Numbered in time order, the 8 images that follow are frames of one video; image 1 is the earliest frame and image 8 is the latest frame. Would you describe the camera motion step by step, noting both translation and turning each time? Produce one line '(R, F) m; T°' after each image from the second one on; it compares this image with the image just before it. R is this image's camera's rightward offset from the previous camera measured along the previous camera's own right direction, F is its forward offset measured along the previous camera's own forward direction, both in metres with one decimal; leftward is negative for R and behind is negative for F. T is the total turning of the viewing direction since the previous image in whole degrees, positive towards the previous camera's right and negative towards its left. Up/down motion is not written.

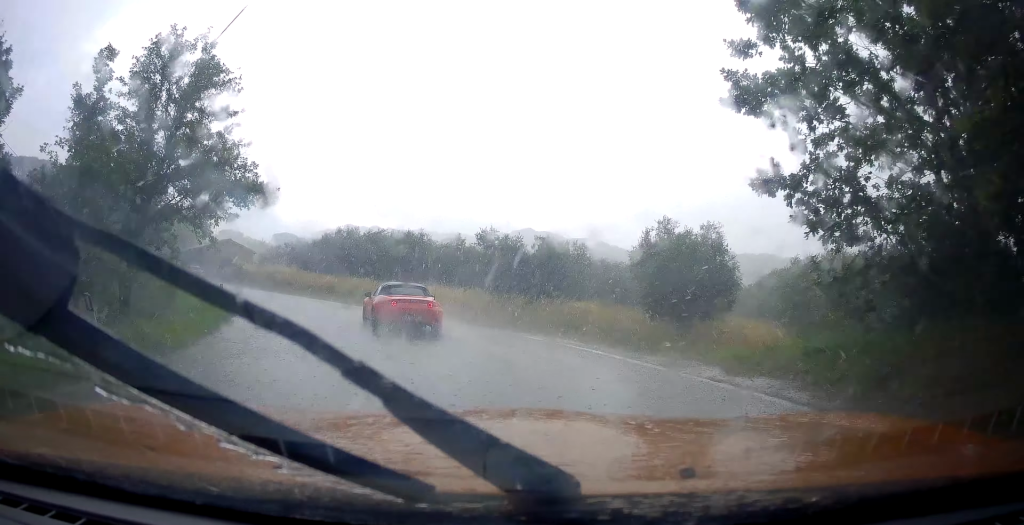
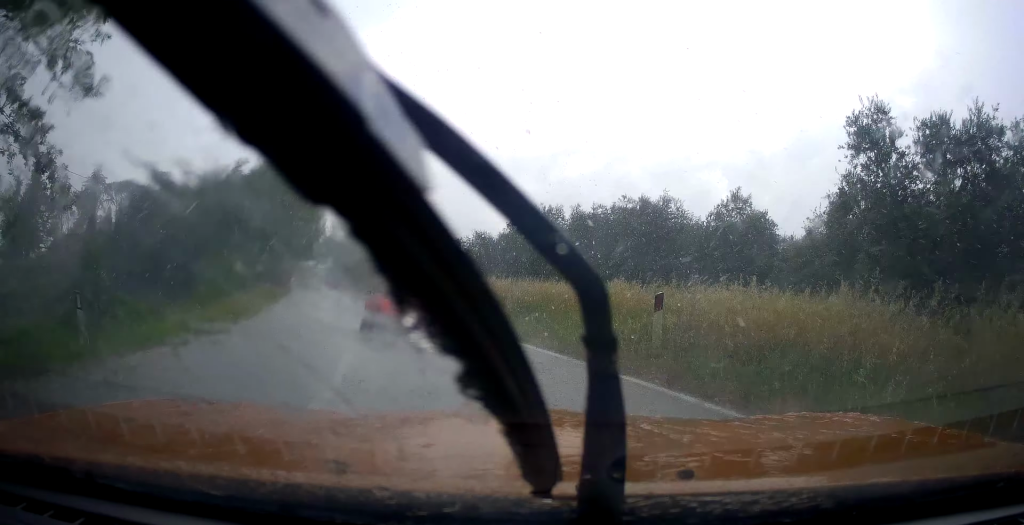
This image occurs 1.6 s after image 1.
(-3.4, +16.8) m; -23°
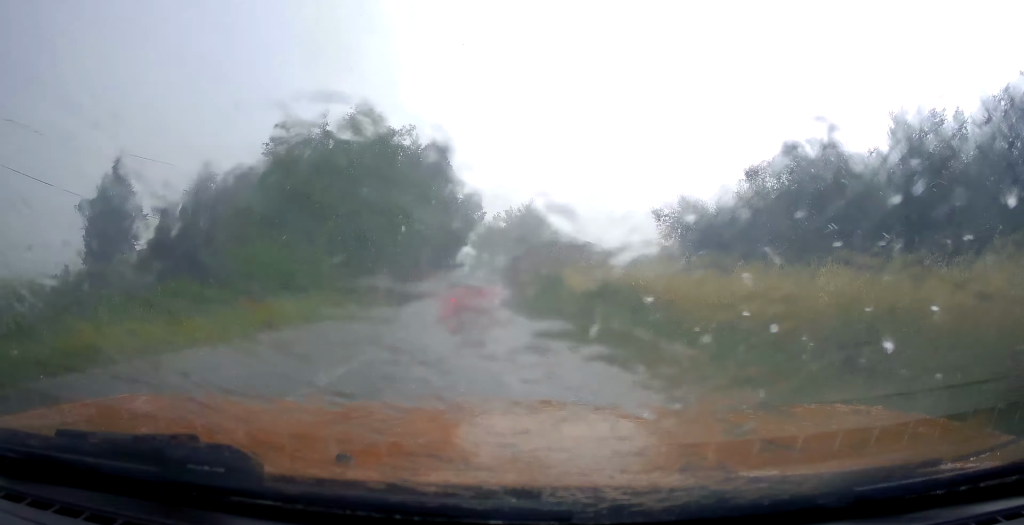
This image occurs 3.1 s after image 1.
(-2.1, +14.9) m; -18°
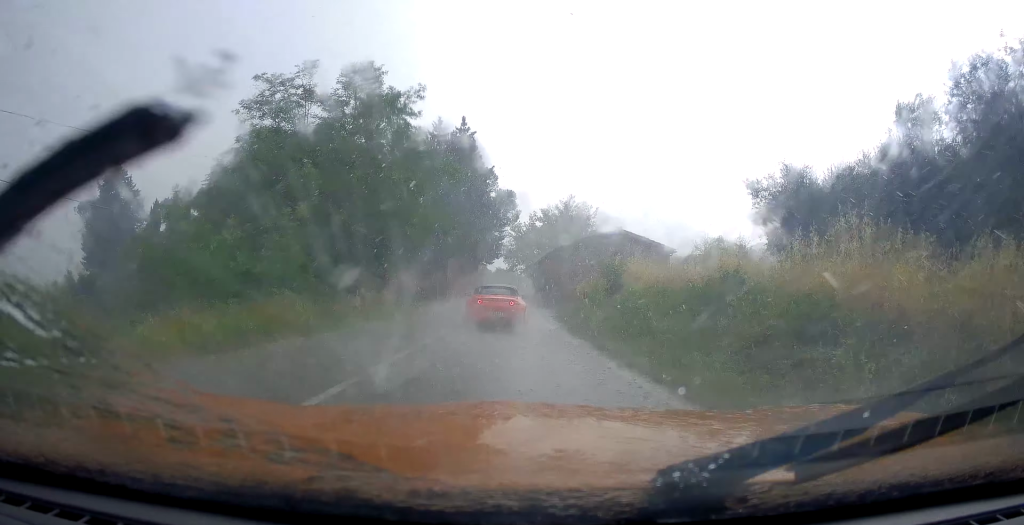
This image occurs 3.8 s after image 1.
(-0.7, +7.2) m; -5°
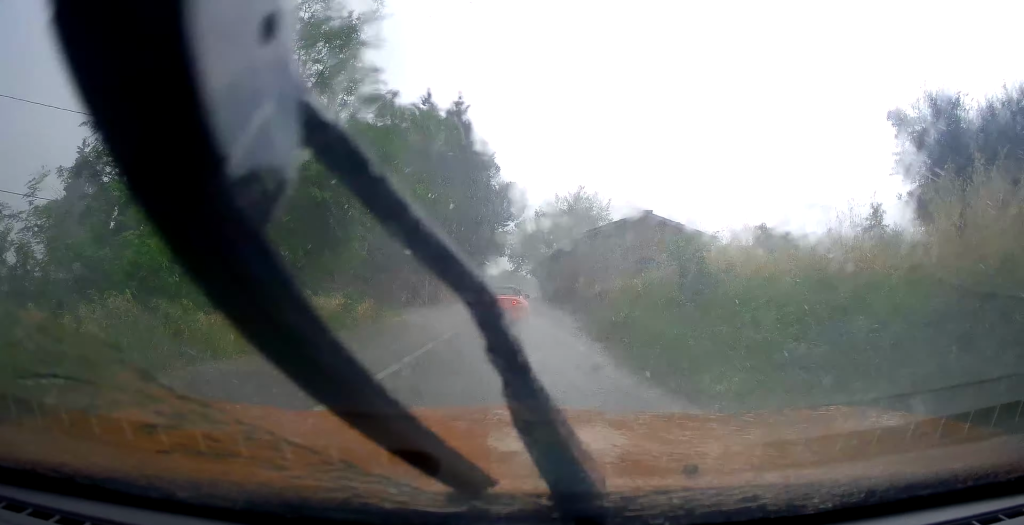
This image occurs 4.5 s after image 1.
(-0.6, +7.8) m; -2°
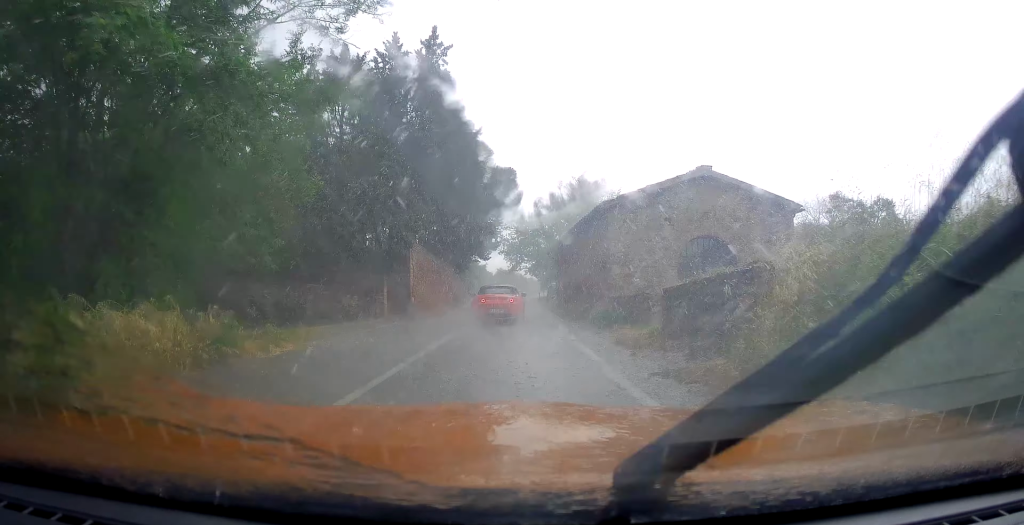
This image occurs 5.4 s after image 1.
(+0.6, +10.7) m; +3°
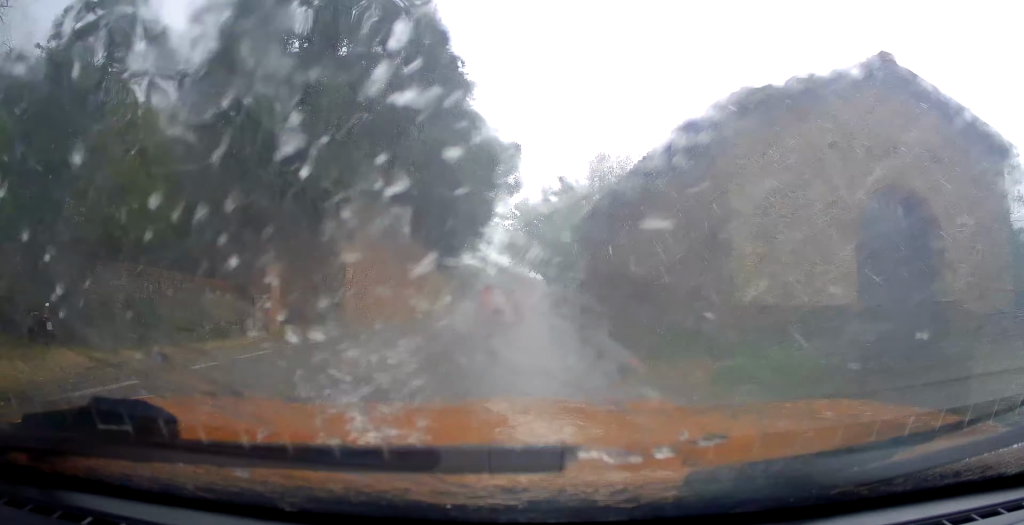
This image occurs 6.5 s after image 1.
(0.0, +11.6) m; 0°
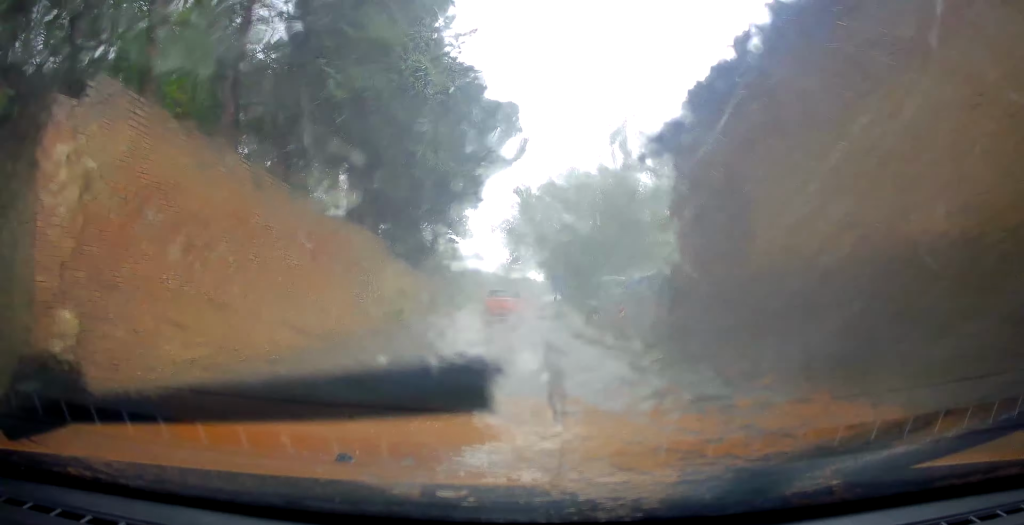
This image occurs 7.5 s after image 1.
(0.0, +12.1) m; 0°
